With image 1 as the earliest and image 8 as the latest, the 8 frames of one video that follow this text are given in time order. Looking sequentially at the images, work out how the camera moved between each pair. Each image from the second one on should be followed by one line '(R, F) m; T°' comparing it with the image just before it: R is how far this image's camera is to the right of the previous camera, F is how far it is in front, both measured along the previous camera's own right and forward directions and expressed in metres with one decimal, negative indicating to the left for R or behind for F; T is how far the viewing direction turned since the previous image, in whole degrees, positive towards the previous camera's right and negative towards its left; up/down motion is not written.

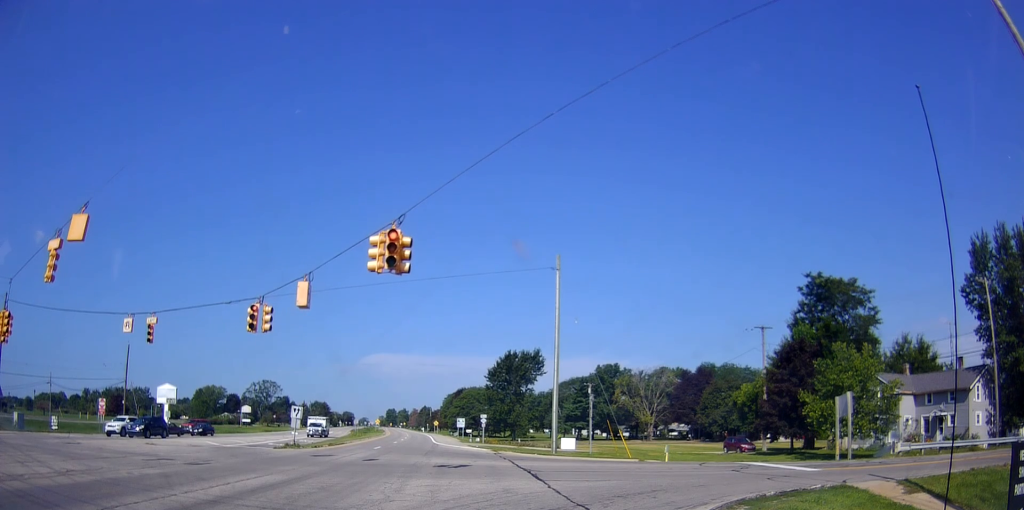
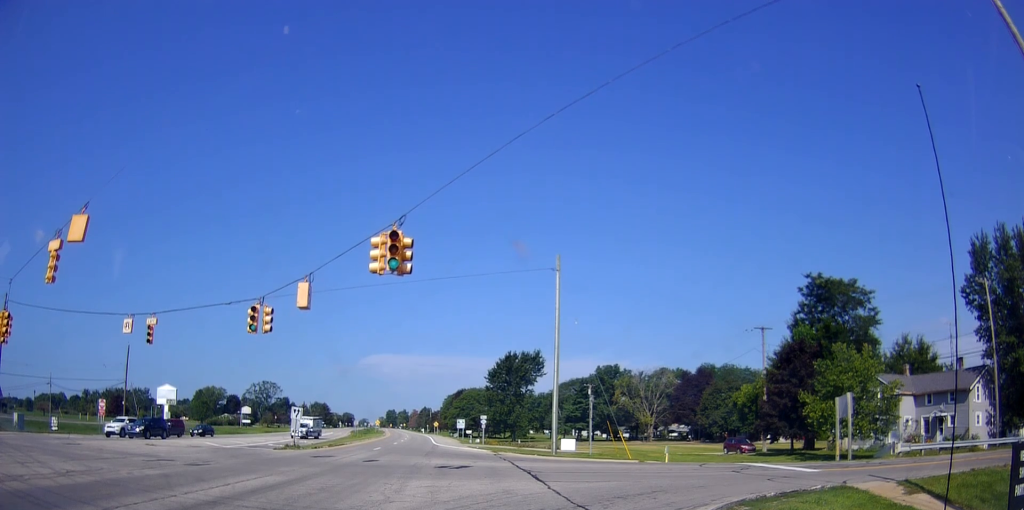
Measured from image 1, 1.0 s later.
(0.0, 0.0) m; 0°
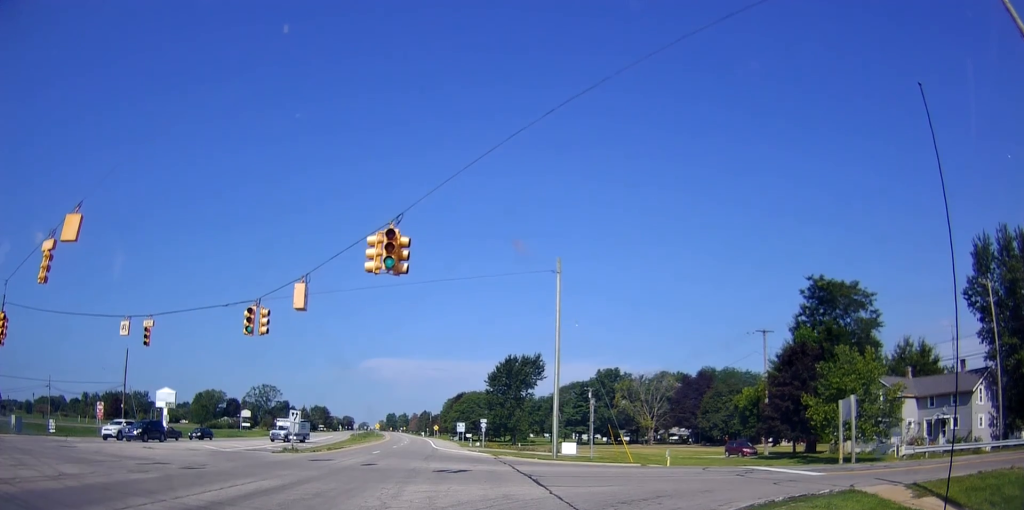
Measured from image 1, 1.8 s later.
(0.0, +0.2) m; 0°
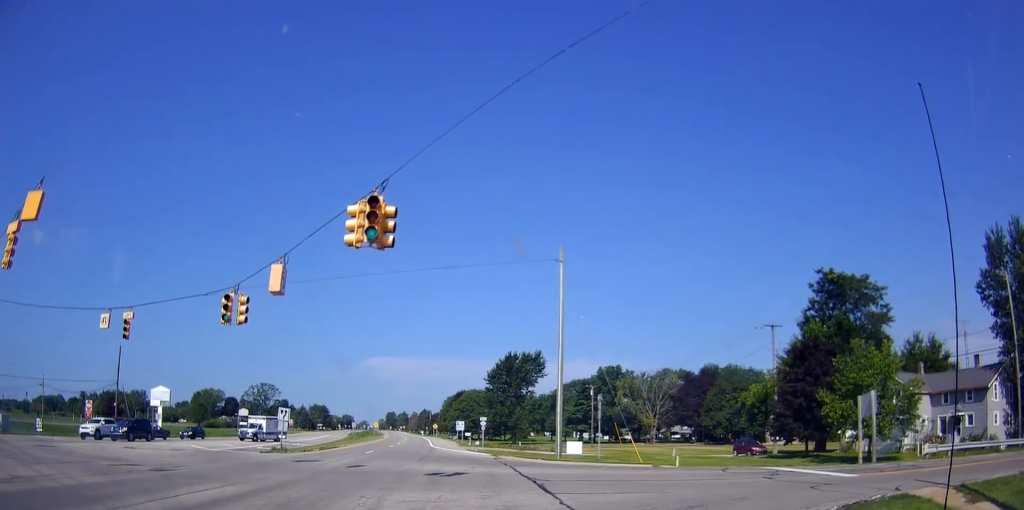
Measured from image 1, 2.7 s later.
(0.0, +1.0) m; +2°
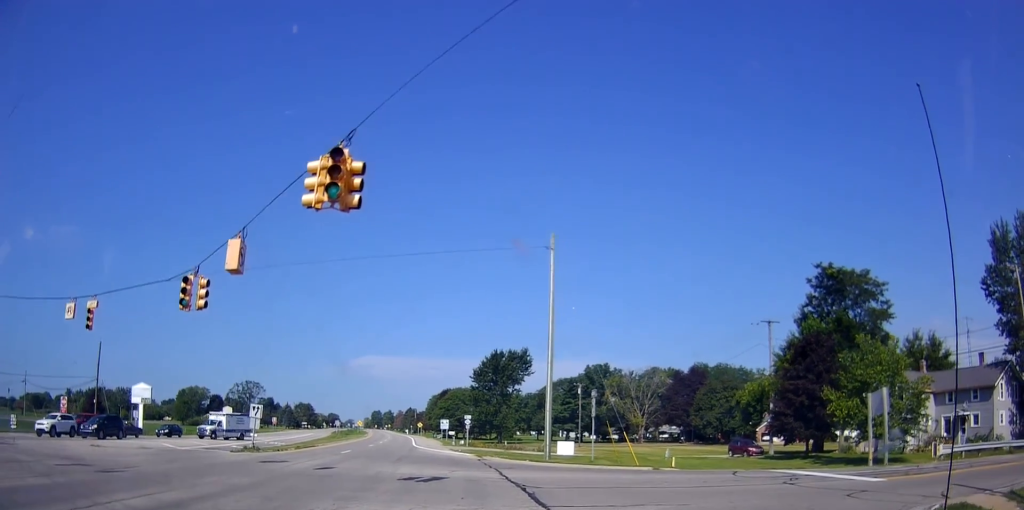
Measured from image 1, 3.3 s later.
(0.0, +1.7) m; +4°
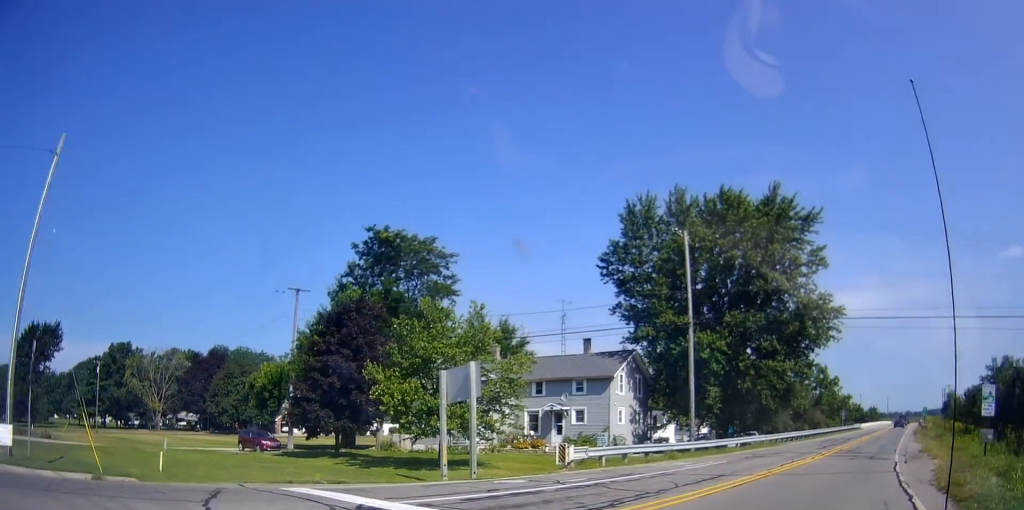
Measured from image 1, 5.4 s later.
(+2.7, +8.3) m; +38°
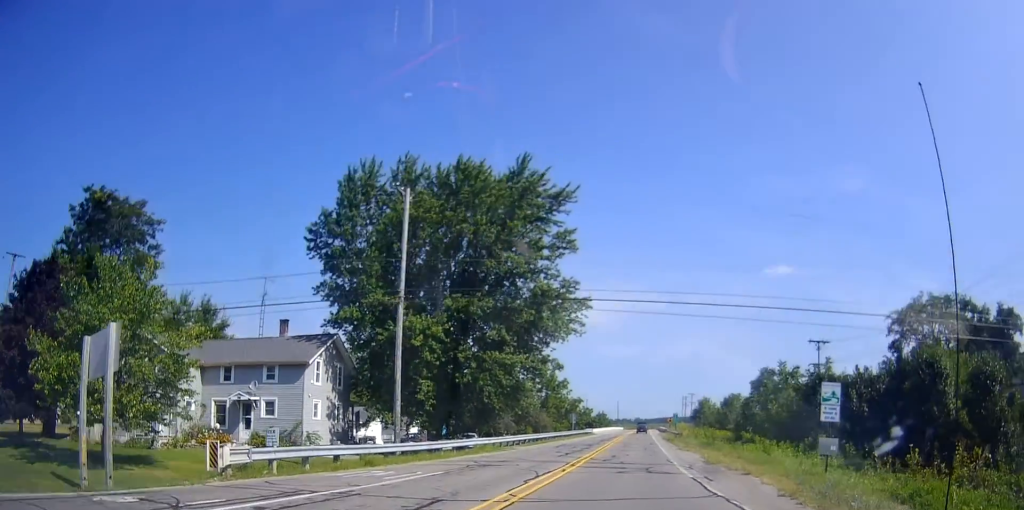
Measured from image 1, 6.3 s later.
(+0.7, +5.9) m; +23°
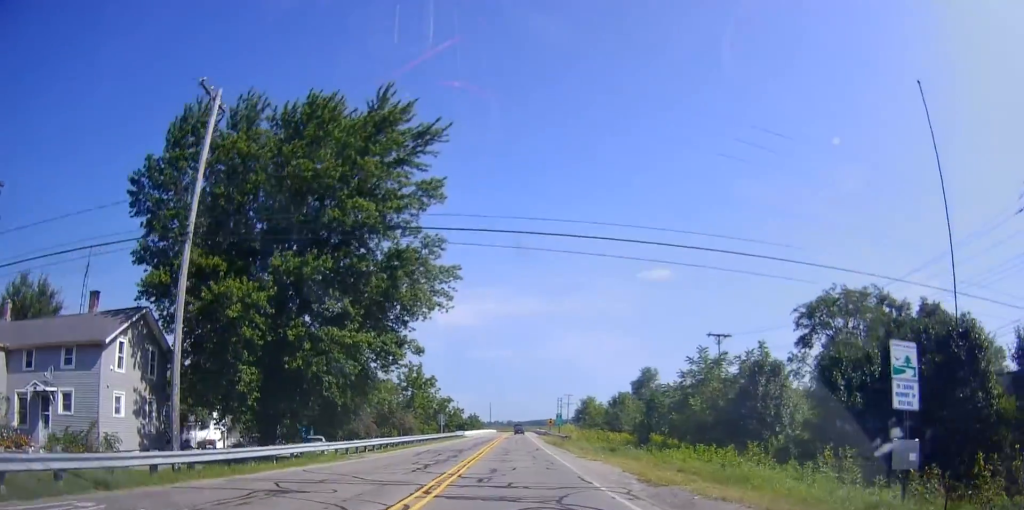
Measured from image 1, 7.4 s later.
(+2.3, +8.0) m; +15°
